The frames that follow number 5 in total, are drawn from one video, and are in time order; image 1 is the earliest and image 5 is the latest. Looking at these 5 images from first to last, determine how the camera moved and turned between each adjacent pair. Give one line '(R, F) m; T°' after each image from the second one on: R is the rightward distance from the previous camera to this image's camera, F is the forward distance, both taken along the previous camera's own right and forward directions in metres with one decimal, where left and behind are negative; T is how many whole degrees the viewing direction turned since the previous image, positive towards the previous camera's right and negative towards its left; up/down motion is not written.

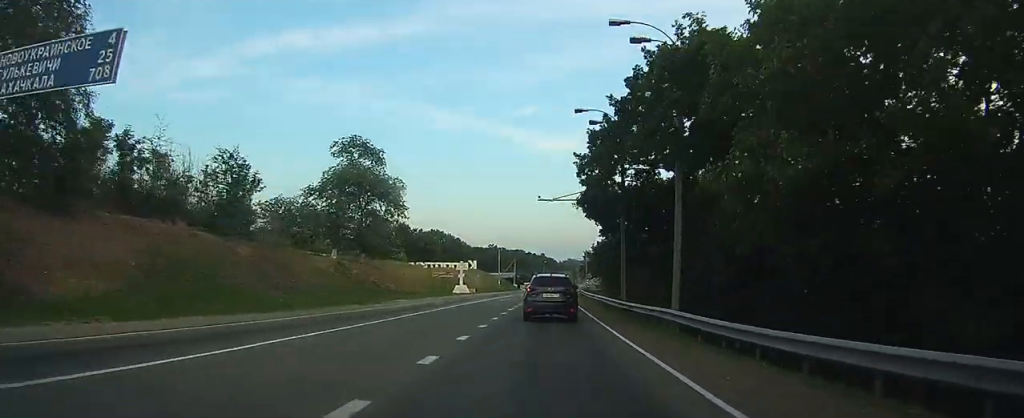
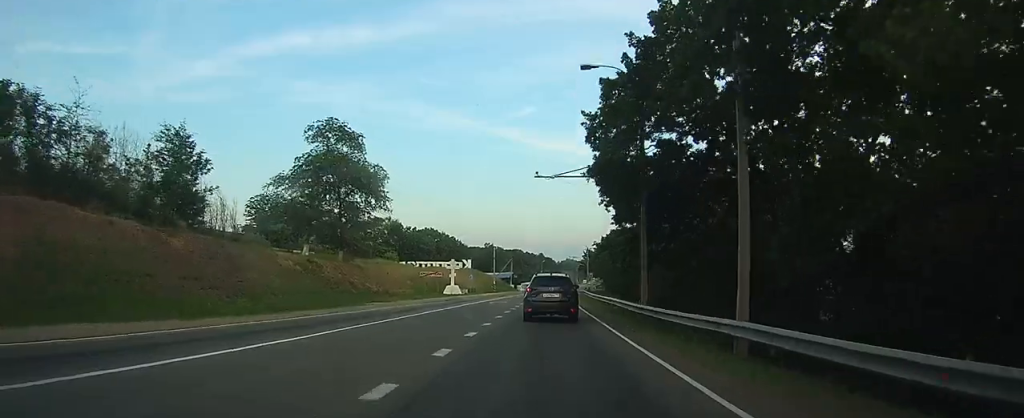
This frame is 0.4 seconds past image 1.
(0.0, +6.5) m; +1°
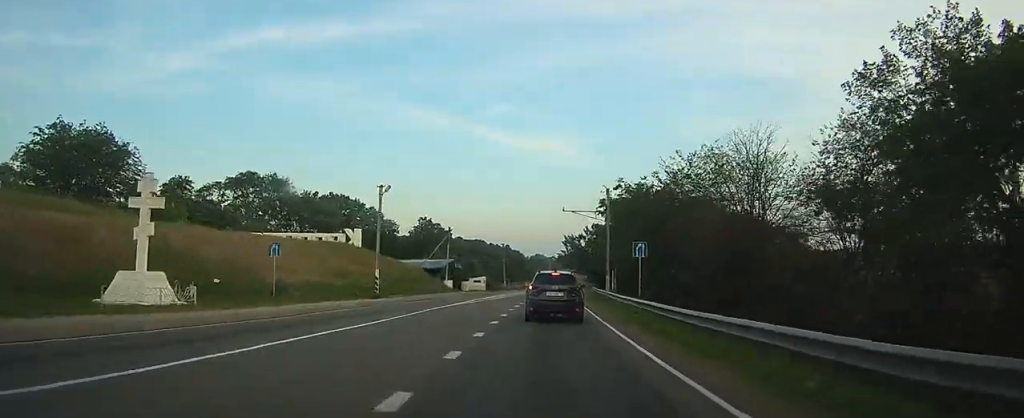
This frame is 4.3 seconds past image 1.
(+1.3, +62.9) m; +2°
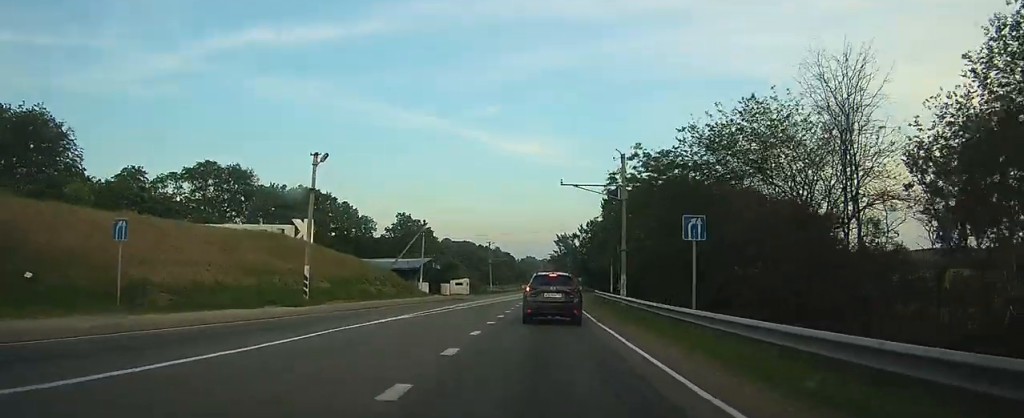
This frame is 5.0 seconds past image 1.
(+0.1, +11.6) m; +1°
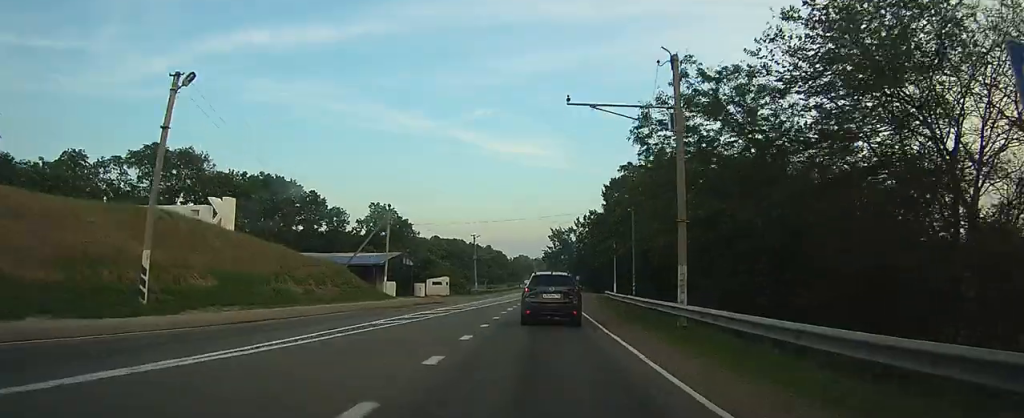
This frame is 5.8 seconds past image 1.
(0.0, +13.0) m; 0°
